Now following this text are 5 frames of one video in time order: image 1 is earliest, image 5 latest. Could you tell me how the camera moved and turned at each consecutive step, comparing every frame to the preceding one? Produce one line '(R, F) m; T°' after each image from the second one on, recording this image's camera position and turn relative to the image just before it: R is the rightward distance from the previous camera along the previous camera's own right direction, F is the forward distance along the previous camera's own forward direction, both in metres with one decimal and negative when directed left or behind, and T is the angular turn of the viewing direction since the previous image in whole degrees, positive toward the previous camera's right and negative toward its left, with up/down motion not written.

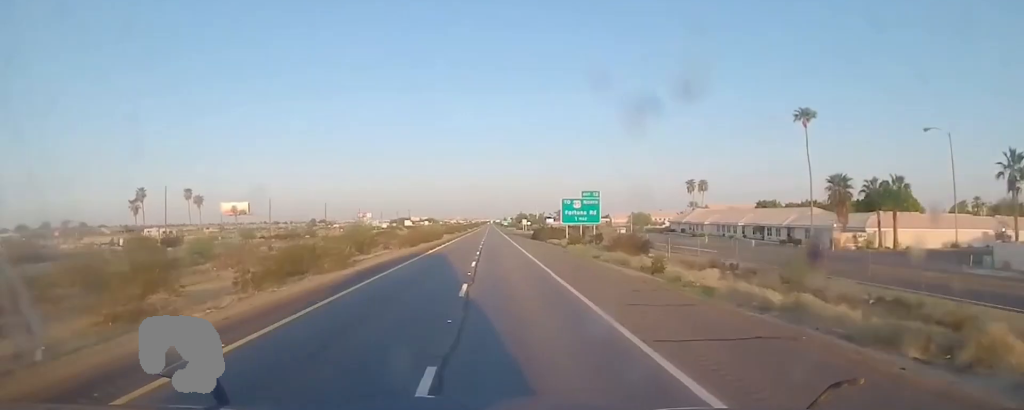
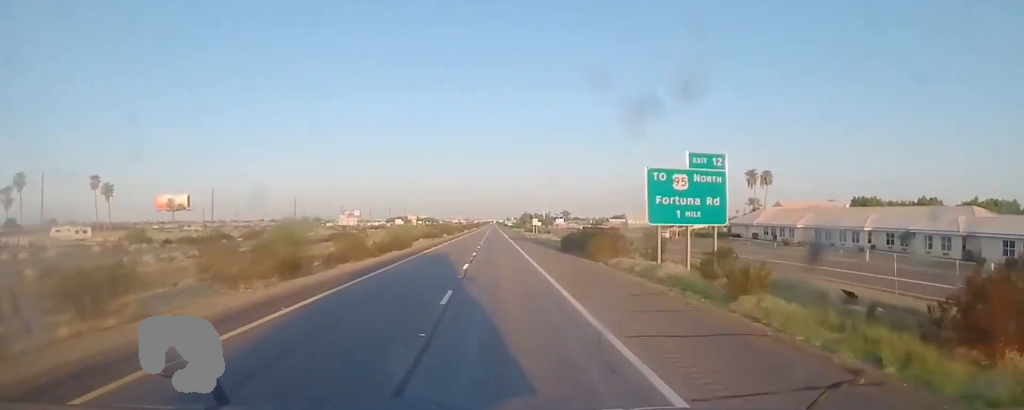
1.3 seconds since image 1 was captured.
(-0.2, +37.6) m; 0°
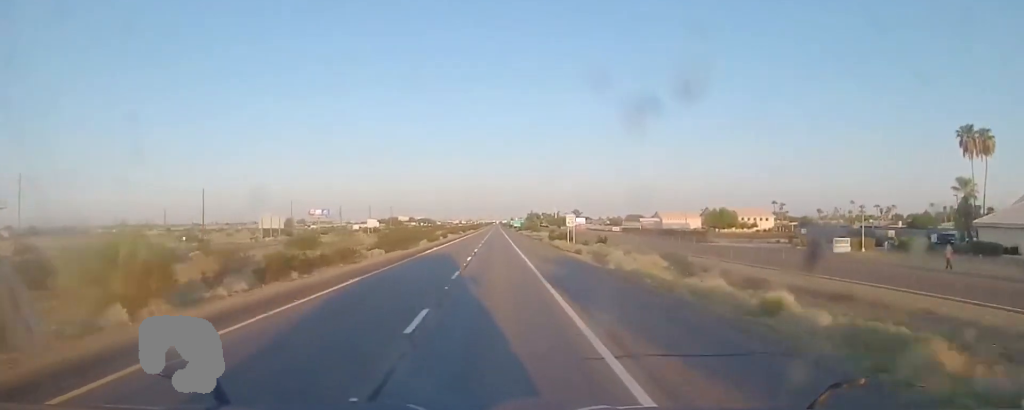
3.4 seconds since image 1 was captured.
(+0.4, +63.9) m; +1°
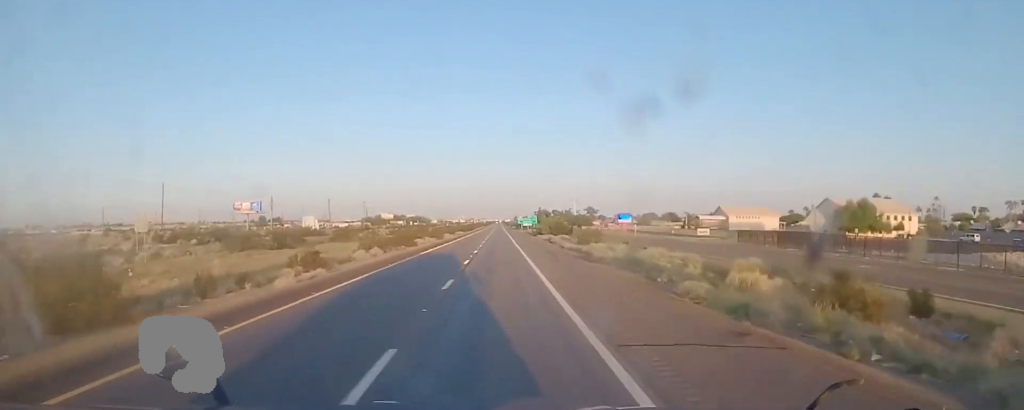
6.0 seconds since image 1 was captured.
(-0.4, +74.8) m; -1°
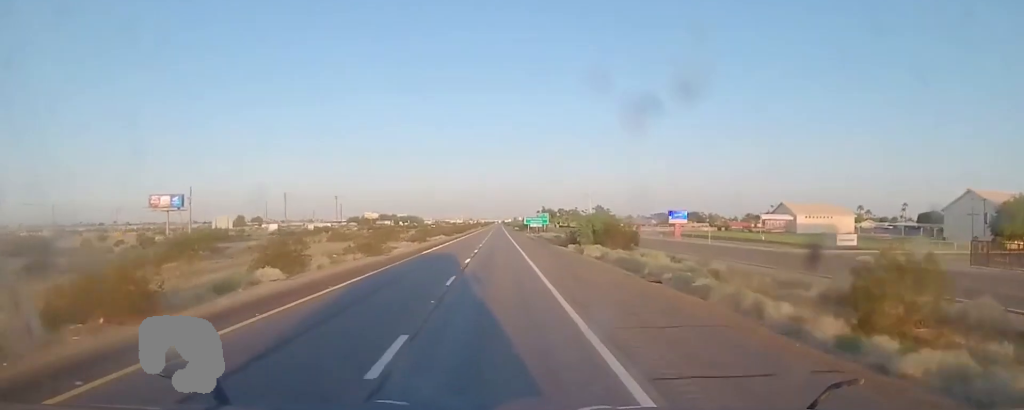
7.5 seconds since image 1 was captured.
(0.0, +43.2) m; 0°
